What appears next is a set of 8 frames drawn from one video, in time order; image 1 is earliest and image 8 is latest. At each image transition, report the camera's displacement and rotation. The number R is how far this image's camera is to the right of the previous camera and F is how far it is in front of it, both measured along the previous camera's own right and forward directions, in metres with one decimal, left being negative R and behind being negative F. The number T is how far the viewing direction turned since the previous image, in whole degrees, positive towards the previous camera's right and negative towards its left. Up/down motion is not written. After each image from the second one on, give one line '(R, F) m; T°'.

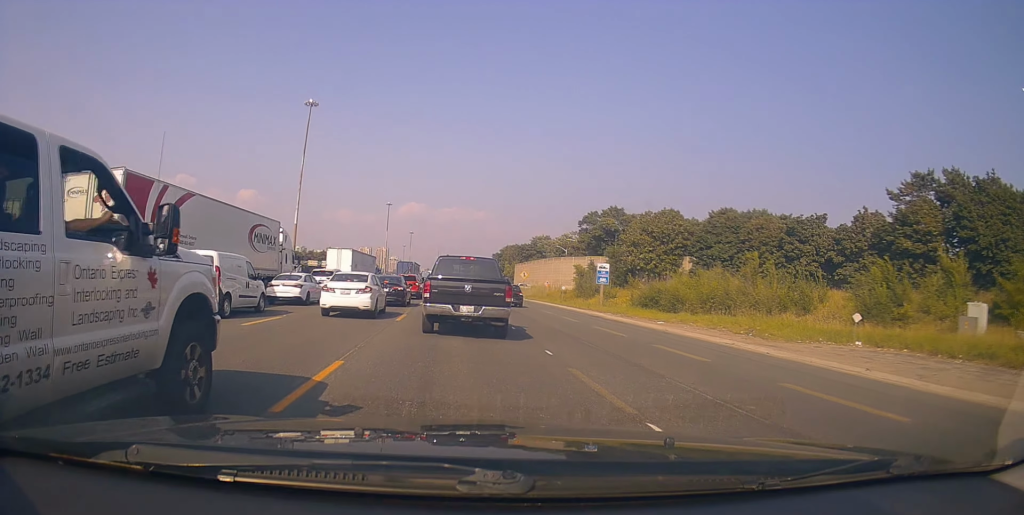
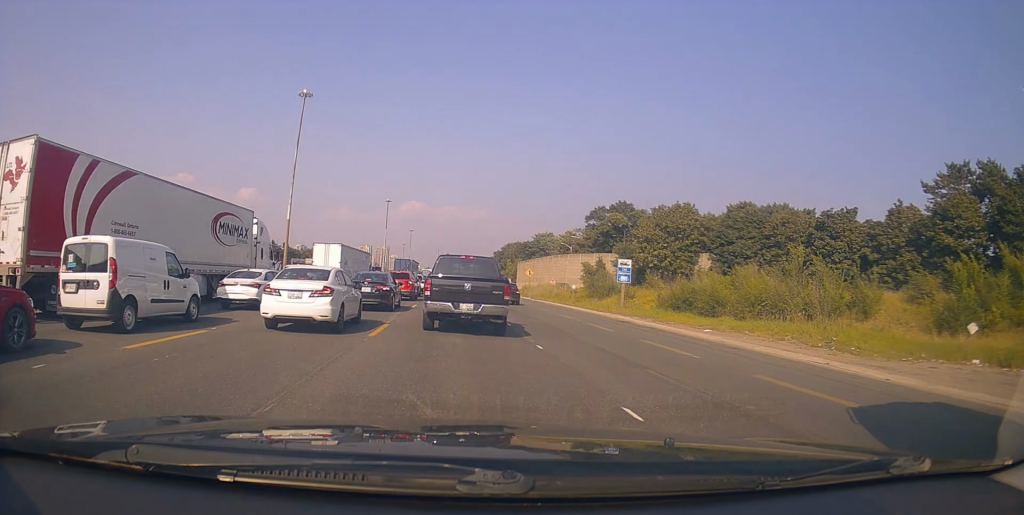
(-0.1, +4.0) m; +3°
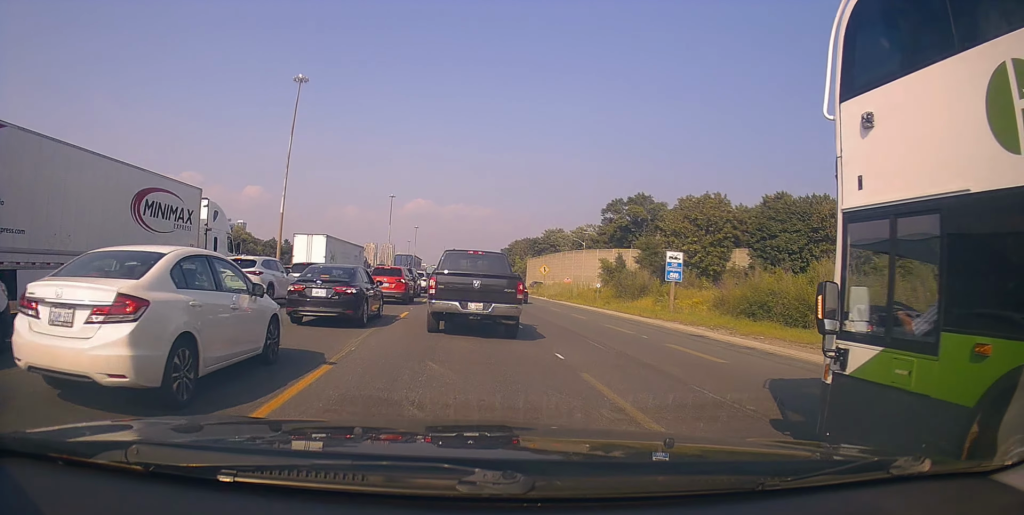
(+0.5, +7.2) m; +3°
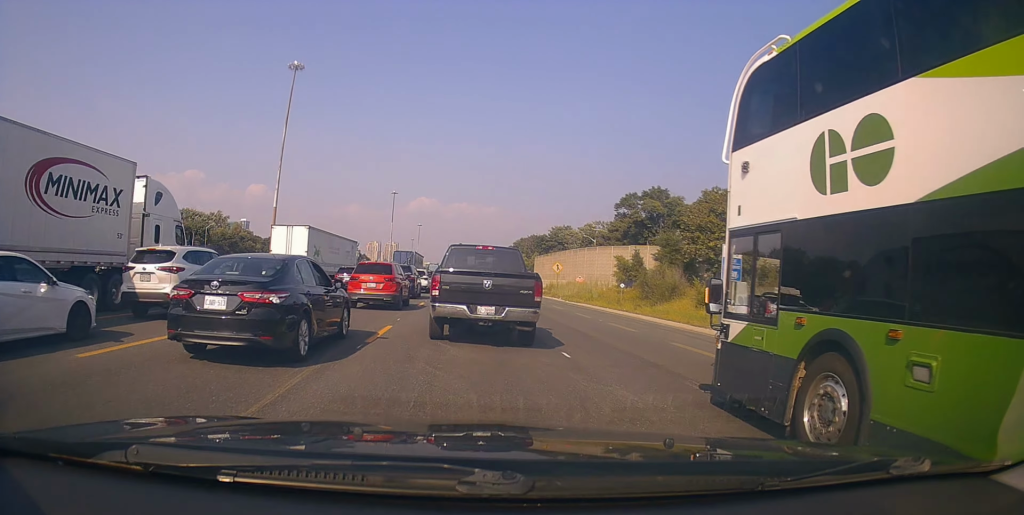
(-0.1, +6.7) m; -4°
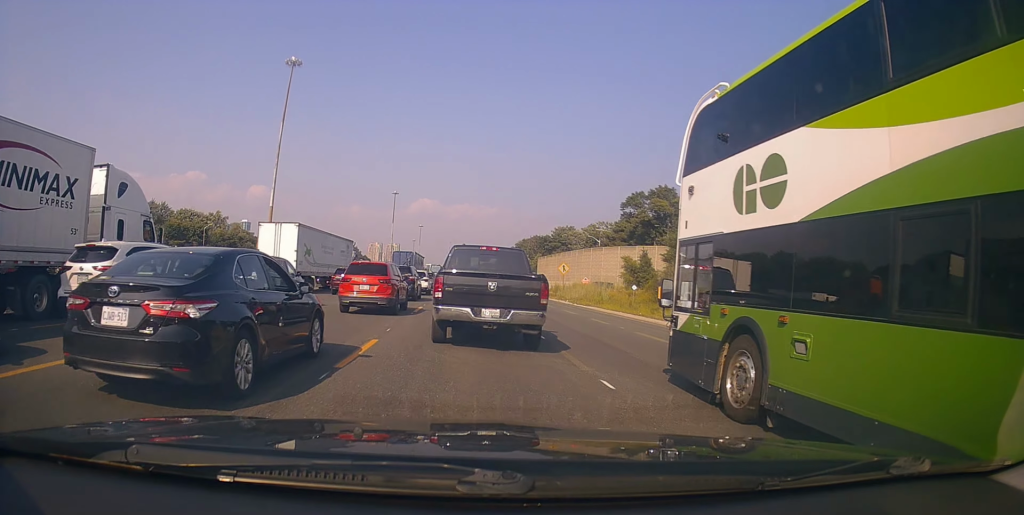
(+0.1, +3.6) m; -5°
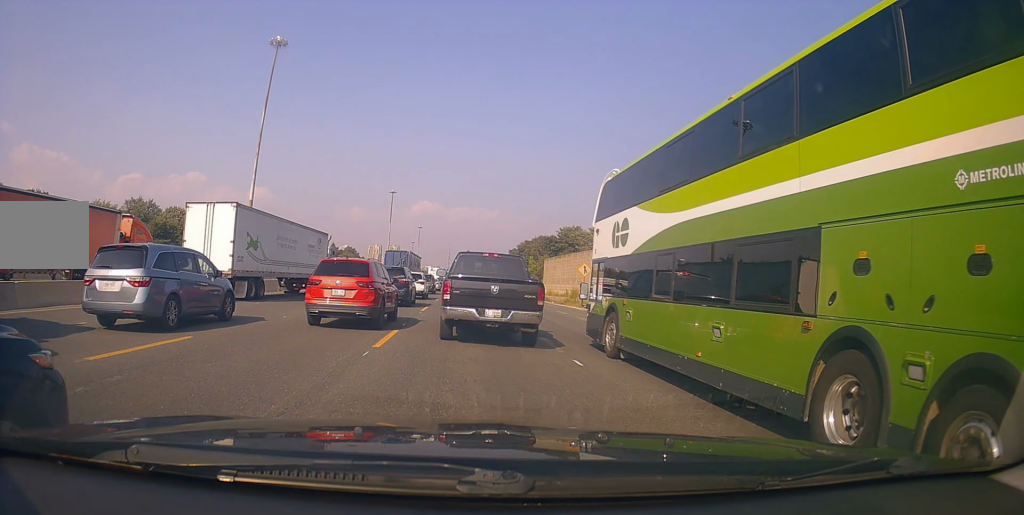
(-0.4, +10.7) m; +4°
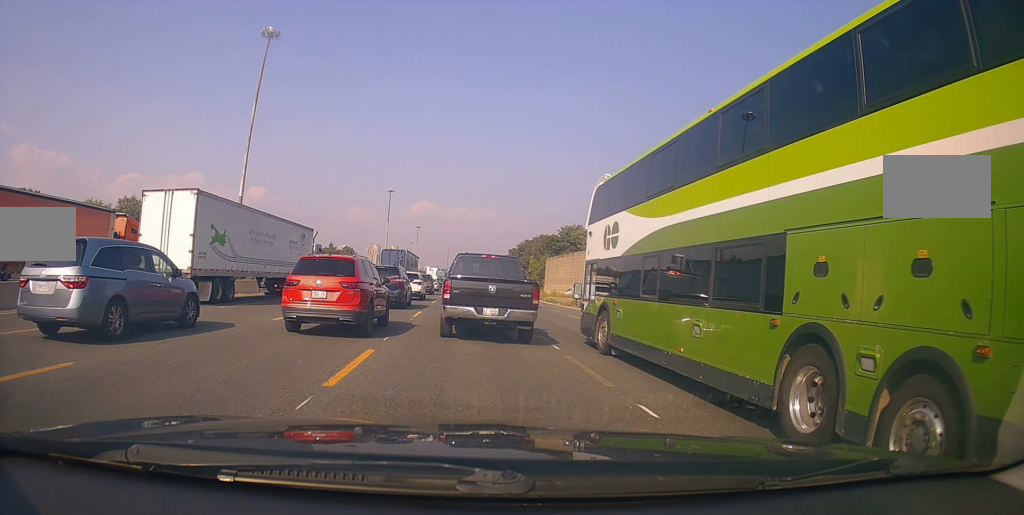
(-0.1, +3.3) m; 0°
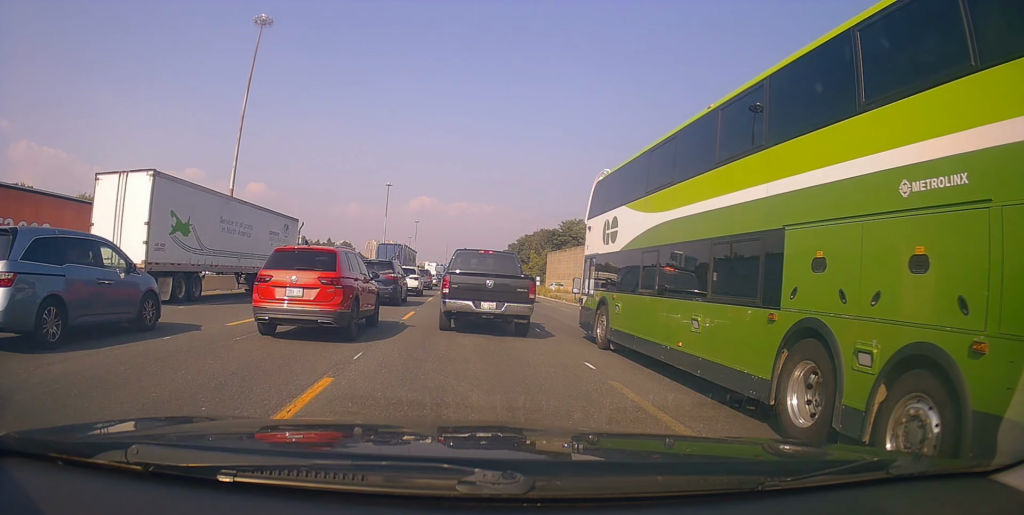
(0.0, +2.8) m; 0°
